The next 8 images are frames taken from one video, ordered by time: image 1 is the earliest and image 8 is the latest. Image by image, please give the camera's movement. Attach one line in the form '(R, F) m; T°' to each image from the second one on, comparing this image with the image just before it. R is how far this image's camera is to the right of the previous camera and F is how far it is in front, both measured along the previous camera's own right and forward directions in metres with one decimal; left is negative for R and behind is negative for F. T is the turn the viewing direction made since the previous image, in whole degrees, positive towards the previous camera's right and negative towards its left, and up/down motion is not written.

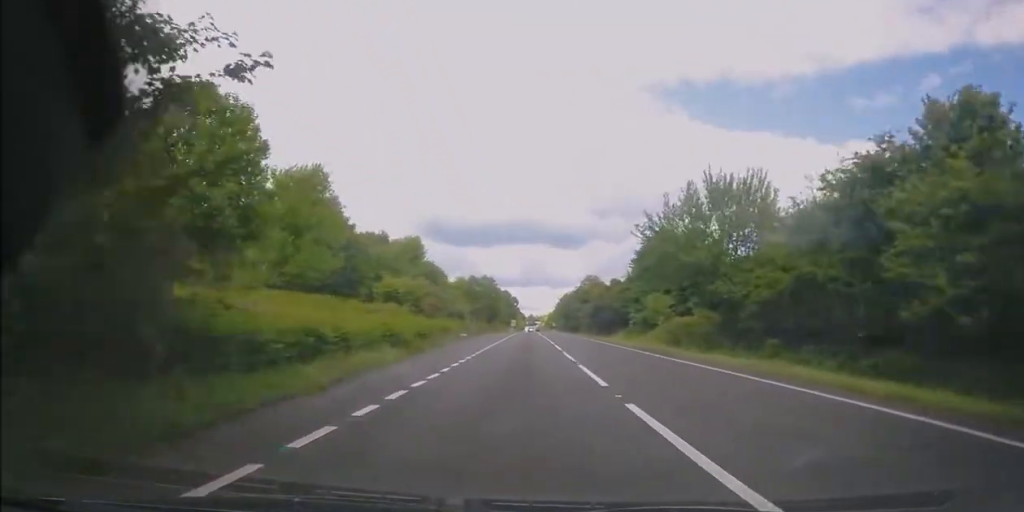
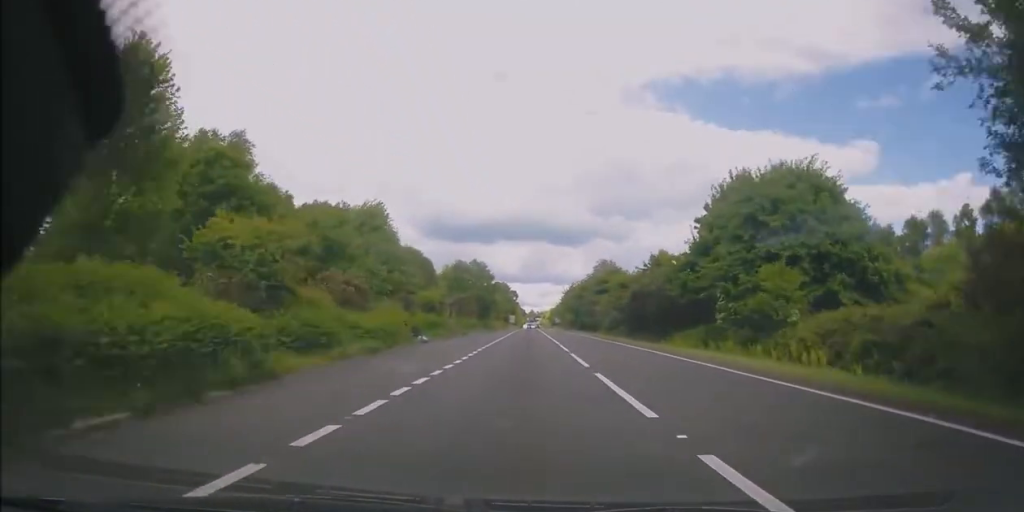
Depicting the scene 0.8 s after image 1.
(+0.2, +22.3) m; +1°
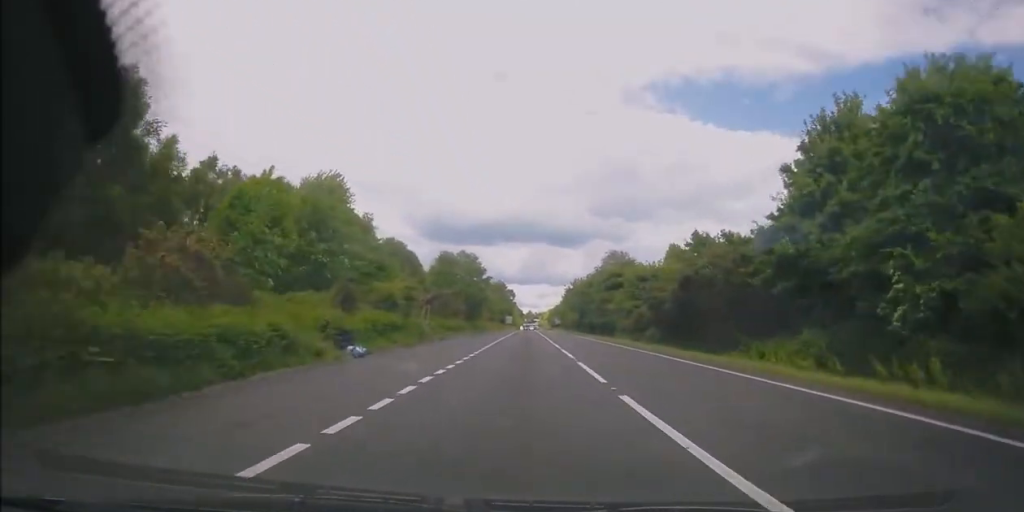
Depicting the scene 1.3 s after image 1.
(+0.2, +13.4) m; 0°
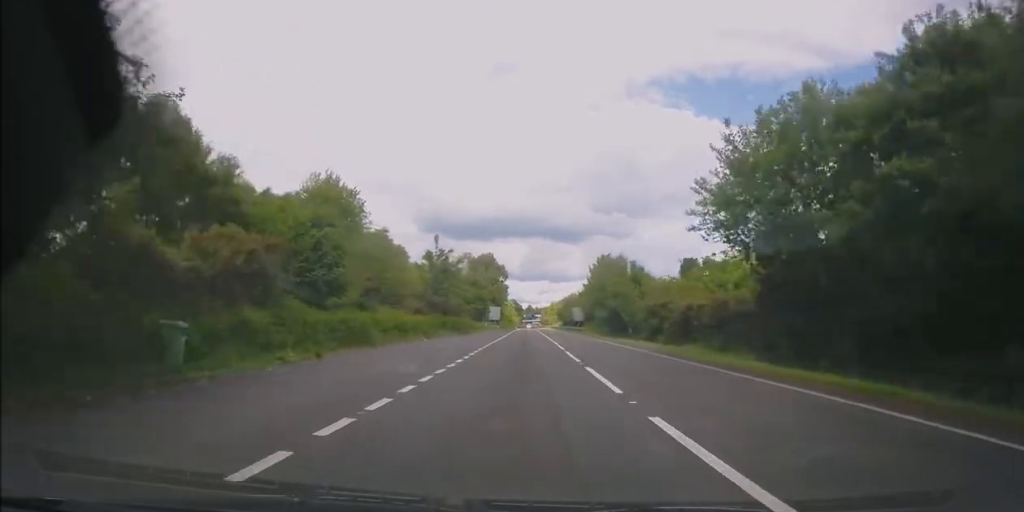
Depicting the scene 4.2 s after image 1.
(-1.0, +74.9) m; -1°
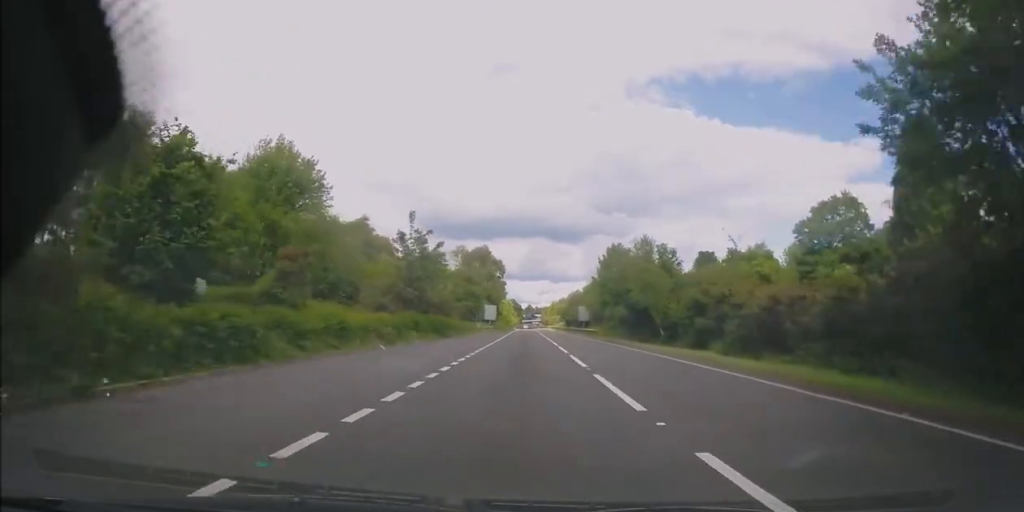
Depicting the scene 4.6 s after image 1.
(0.0, +11.2) m; 0°
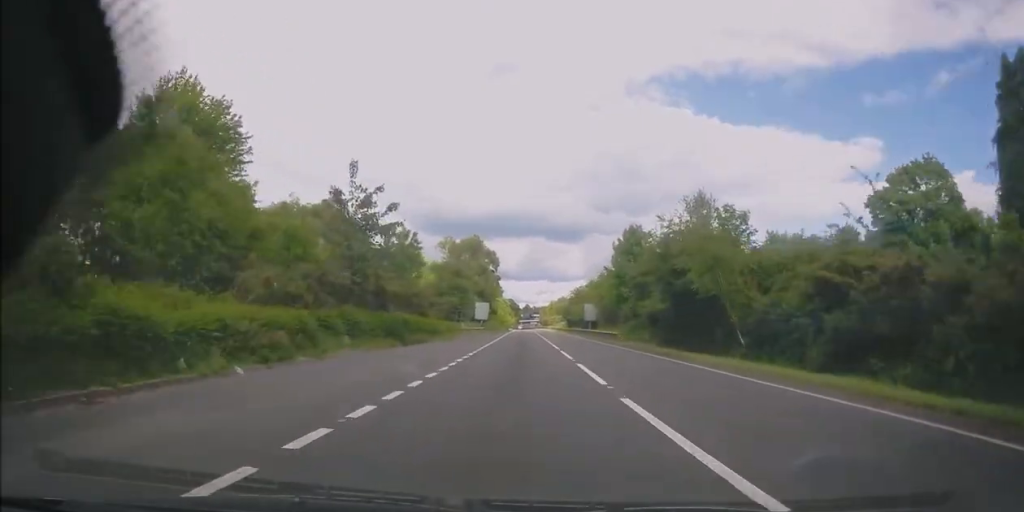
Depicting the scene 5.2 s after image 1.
(+0.1, +13.7) m; 0°
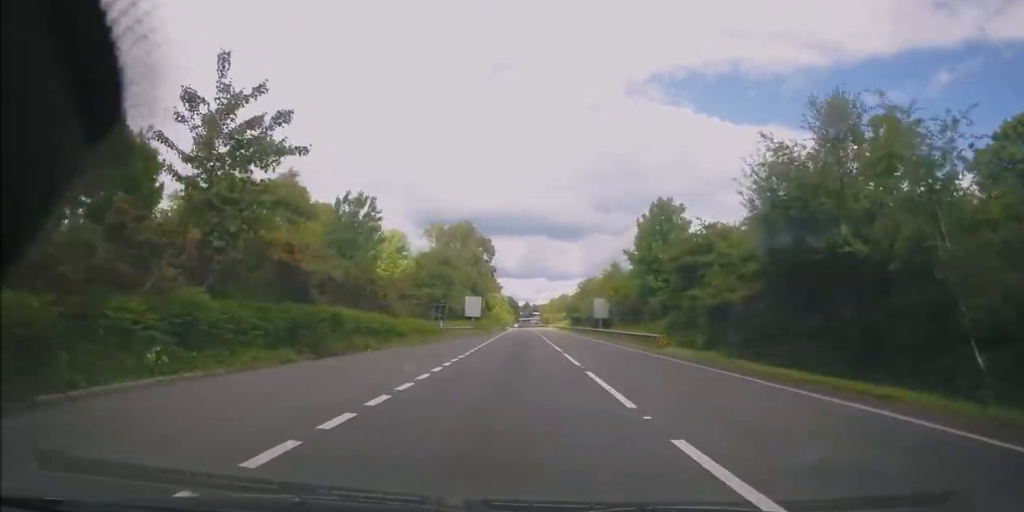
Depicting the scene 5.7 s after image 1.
(0.0, +12.8) m; 0°
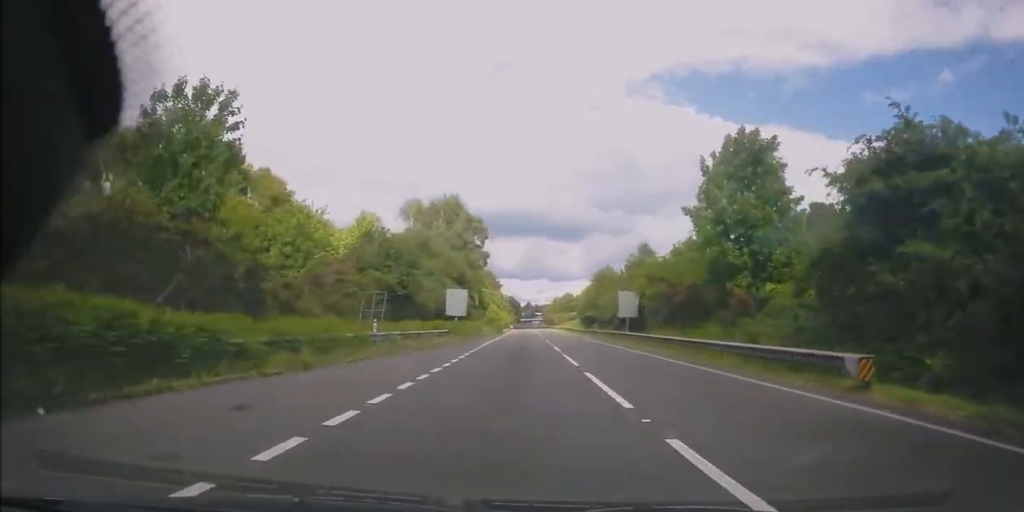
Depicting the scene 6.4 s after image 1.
(0.0, +17.9) m; 0°
